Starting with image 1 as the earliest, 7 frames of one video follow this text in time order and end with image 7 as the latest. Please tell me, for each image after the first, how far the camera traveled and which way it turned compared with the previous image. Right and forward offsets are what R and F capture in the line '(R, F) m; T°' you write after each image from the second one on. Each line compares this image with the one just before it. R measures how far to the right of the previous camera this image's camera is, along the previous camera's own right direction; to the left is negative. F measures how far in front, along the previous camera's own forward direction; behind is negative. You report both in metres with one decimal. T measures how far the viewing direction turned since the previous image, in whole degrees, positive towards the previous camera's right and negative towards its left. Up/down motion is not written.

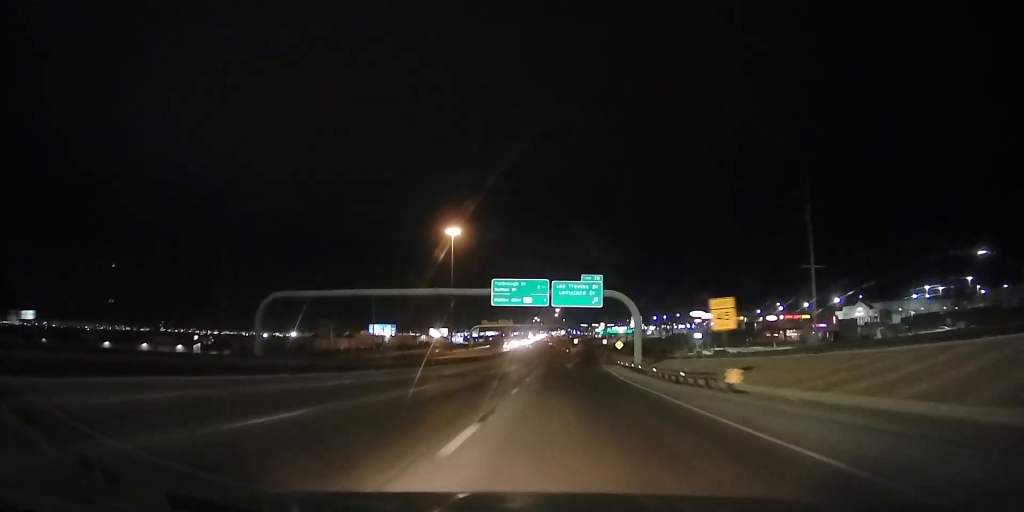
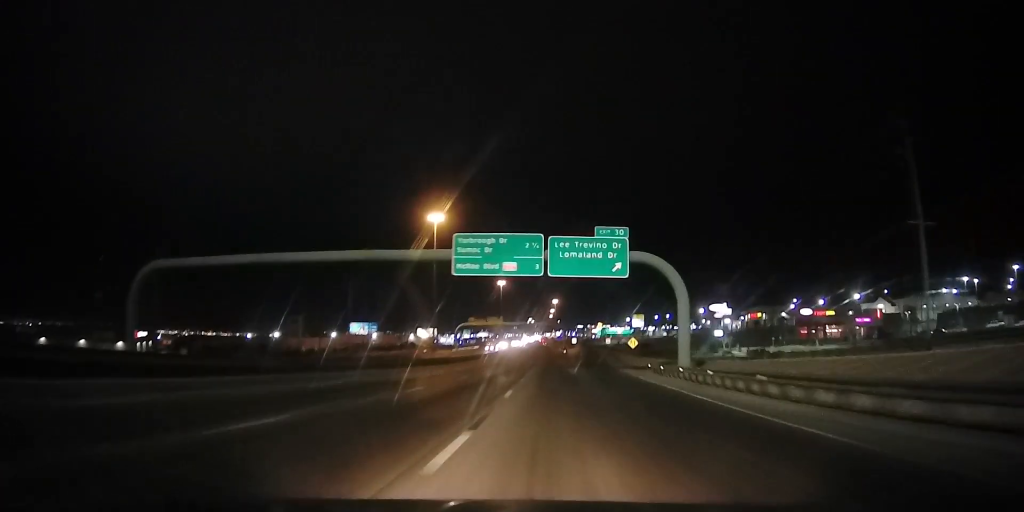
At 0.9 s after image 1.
(+0.1, +25.2) m; -1°
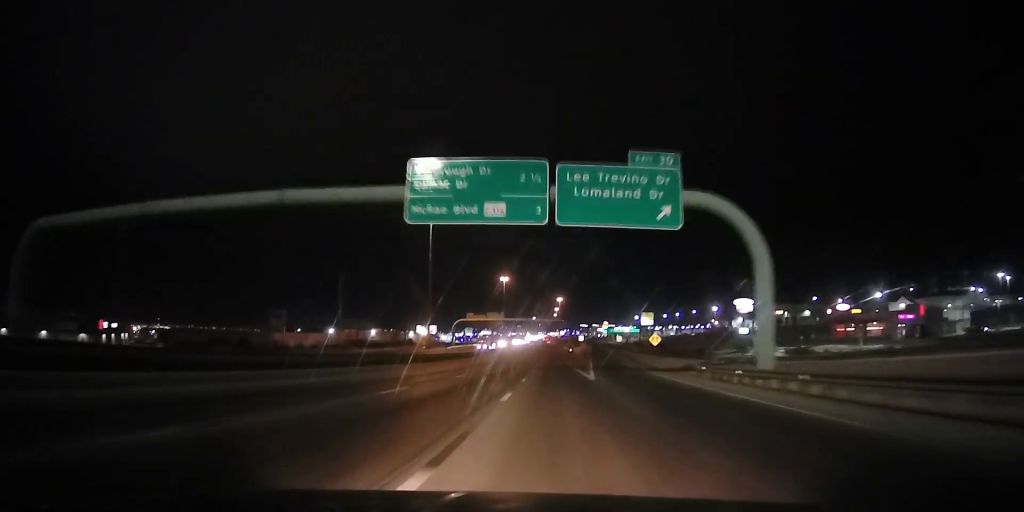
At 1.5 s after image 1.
(-0.4, +15.8) m; 0°
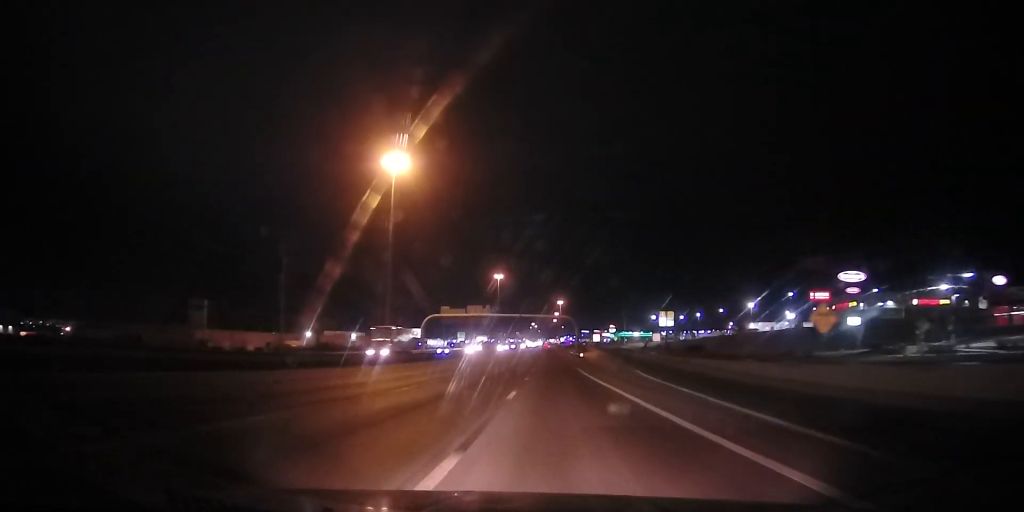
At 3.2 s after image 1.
(+0.8, +48.3) m; +2°
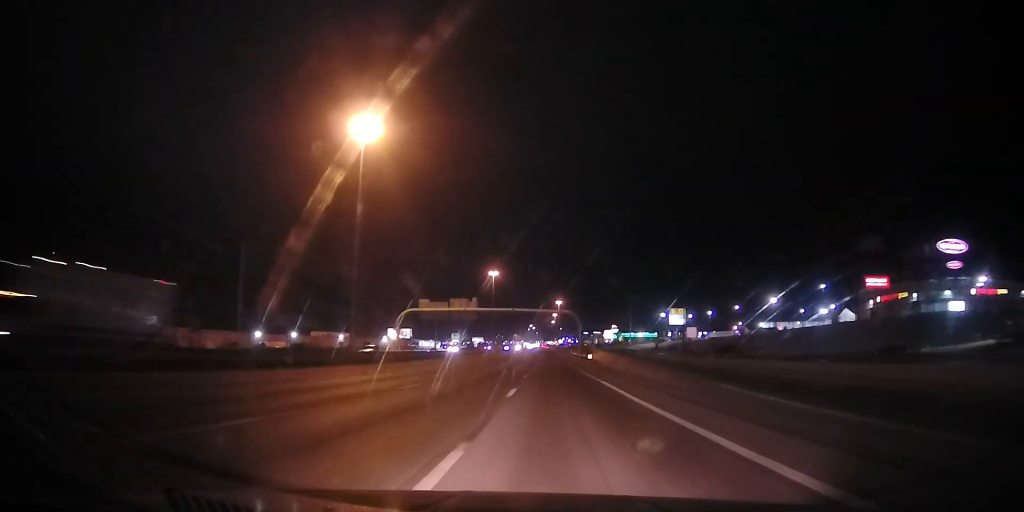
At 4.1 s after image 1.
(+0.1, +23.9) m; 0°
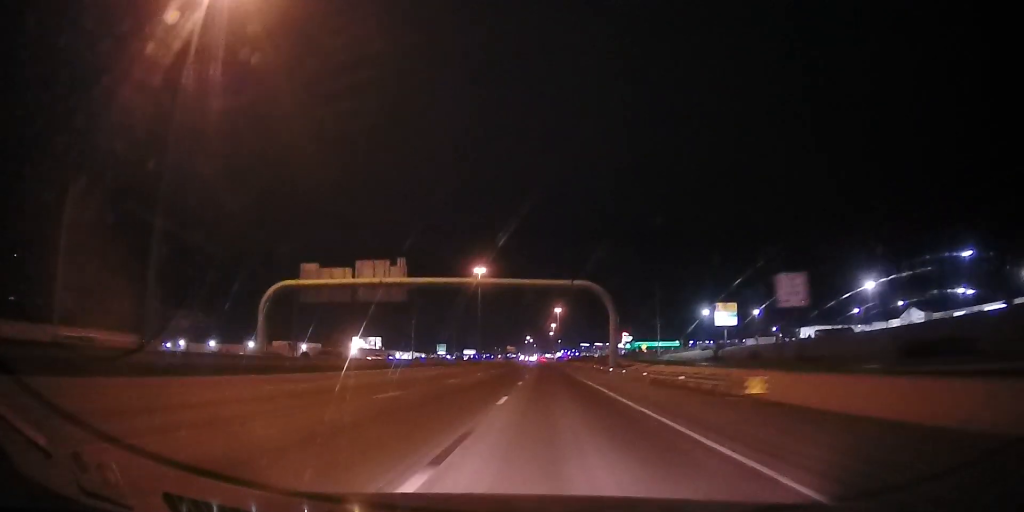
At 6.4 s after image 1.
(-0.7, +62.3) m; 0°
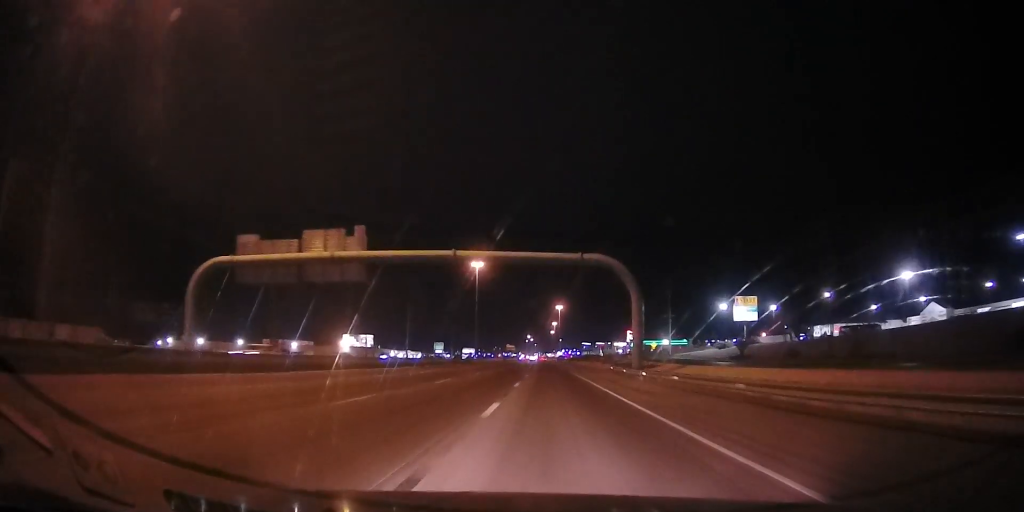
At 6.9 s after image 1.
(+0.1, +15.2) m; 0°
